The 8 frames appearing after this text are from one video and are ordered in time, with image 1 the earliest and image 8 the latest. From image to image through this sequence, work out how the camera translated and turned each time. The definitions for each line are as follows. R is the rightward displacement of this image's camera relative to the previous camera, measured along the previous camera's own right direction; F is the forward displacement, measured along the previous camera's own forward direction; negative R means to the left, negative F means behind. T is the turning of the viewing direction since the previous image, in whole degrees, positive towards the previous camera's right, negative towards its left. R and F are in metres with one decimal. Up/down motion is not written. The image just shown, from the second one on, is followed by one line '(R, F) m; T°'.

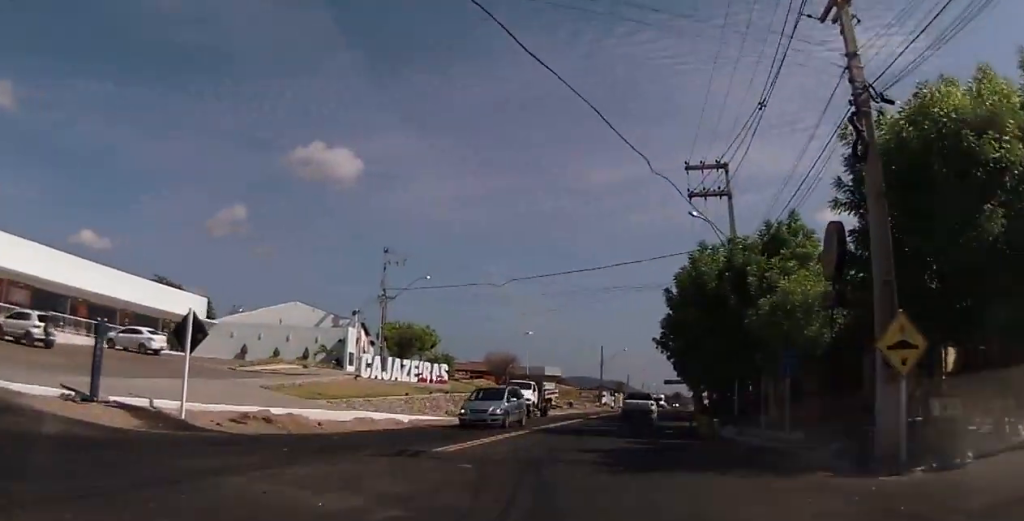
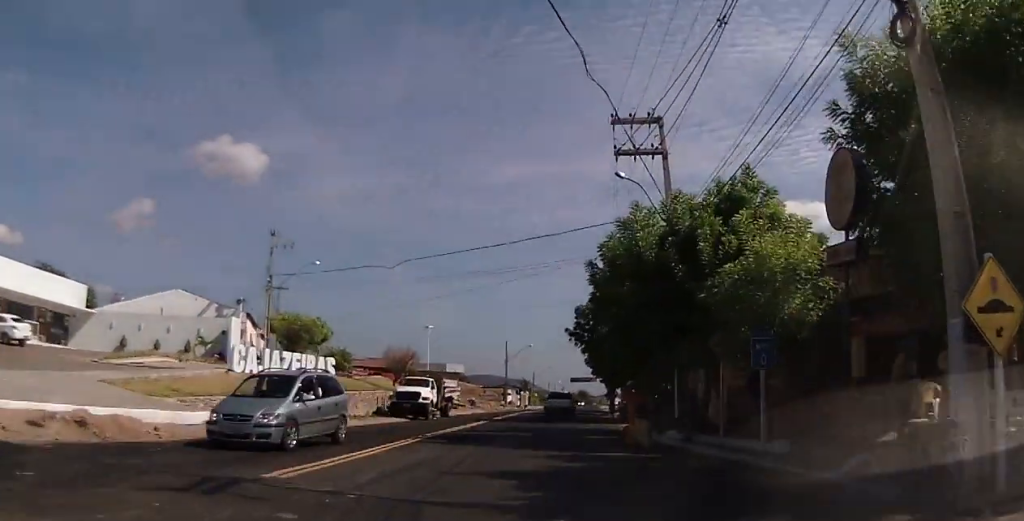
(0.0, +5.8) m; +6°
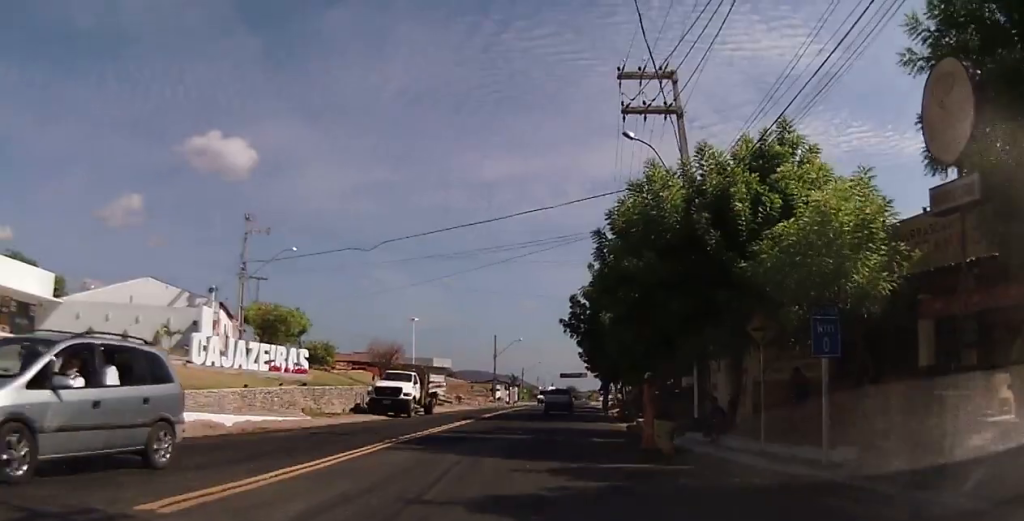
(+0.5, +4.4) m; +8°
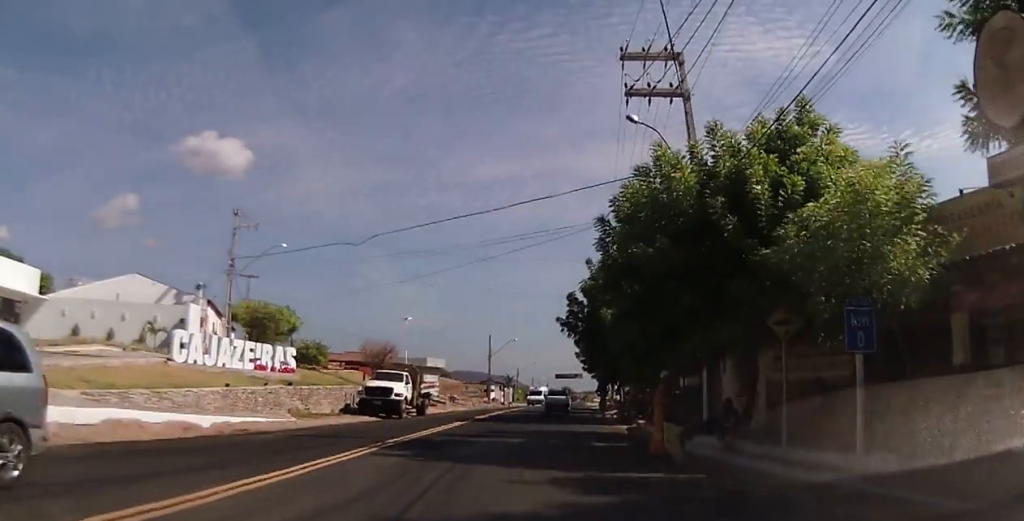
(+0.1, +2.0) m; +4°
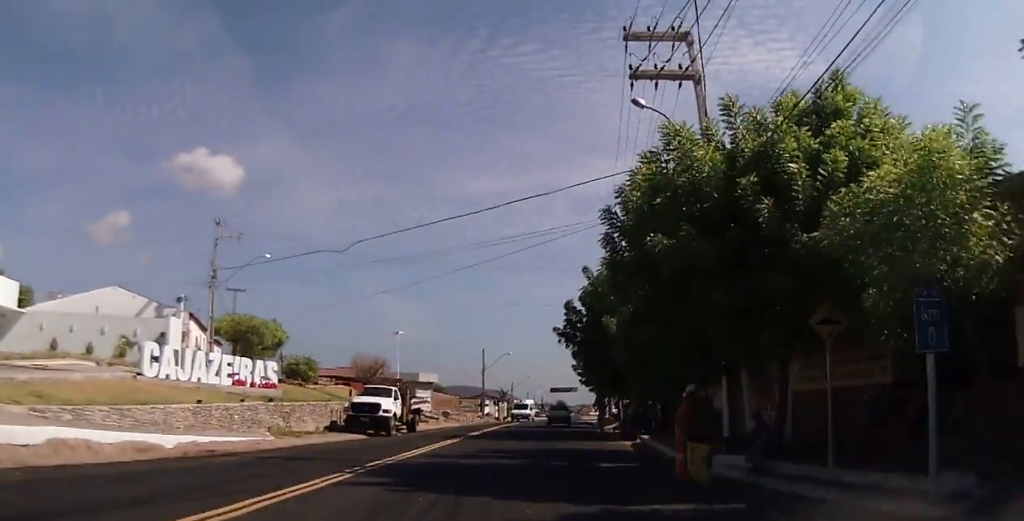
(+0.2, +3.4) m; +6°
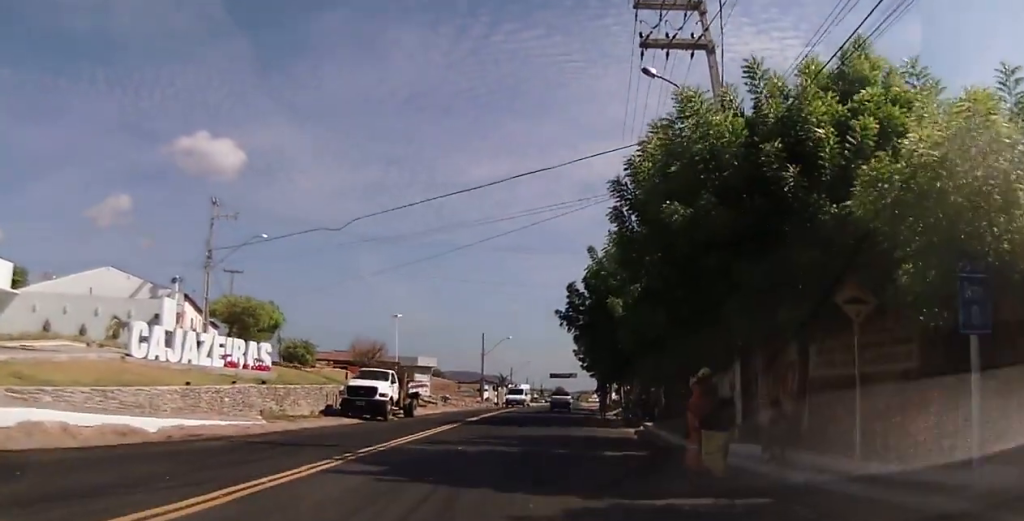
(+0.1, +1.1) m; +2°
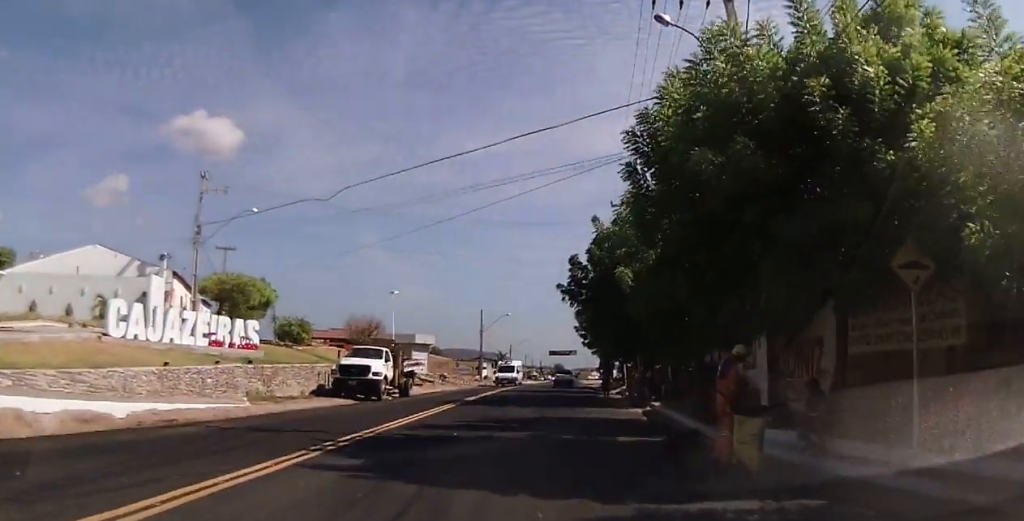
(0.0, +1.6) m; +1°
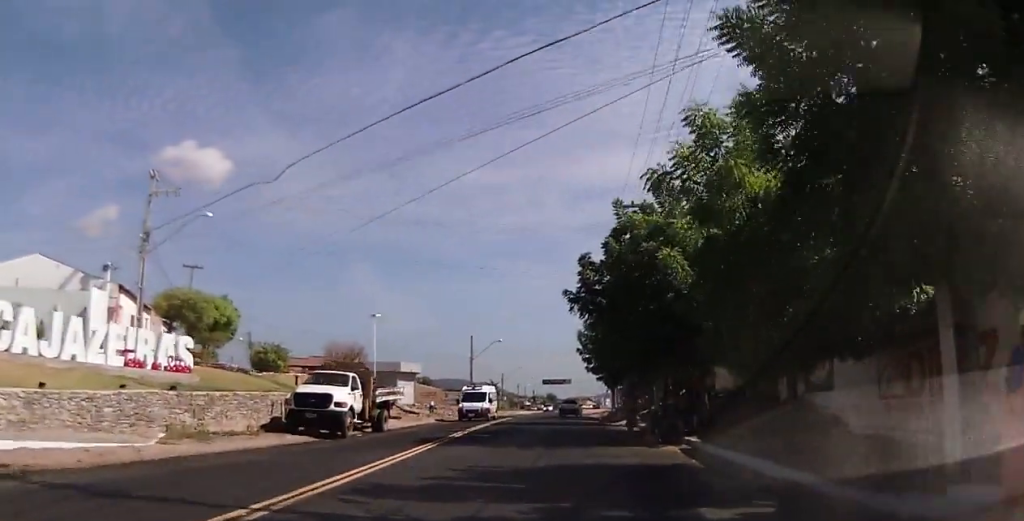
(0.0, +3.5) m; -2°
